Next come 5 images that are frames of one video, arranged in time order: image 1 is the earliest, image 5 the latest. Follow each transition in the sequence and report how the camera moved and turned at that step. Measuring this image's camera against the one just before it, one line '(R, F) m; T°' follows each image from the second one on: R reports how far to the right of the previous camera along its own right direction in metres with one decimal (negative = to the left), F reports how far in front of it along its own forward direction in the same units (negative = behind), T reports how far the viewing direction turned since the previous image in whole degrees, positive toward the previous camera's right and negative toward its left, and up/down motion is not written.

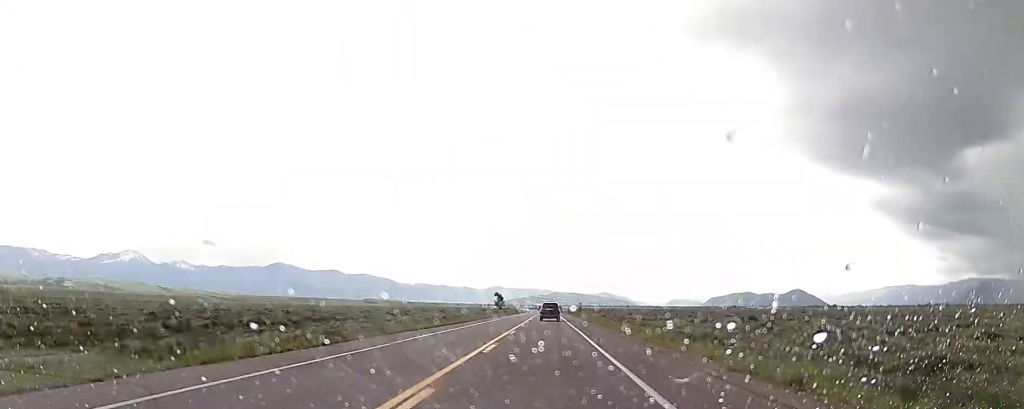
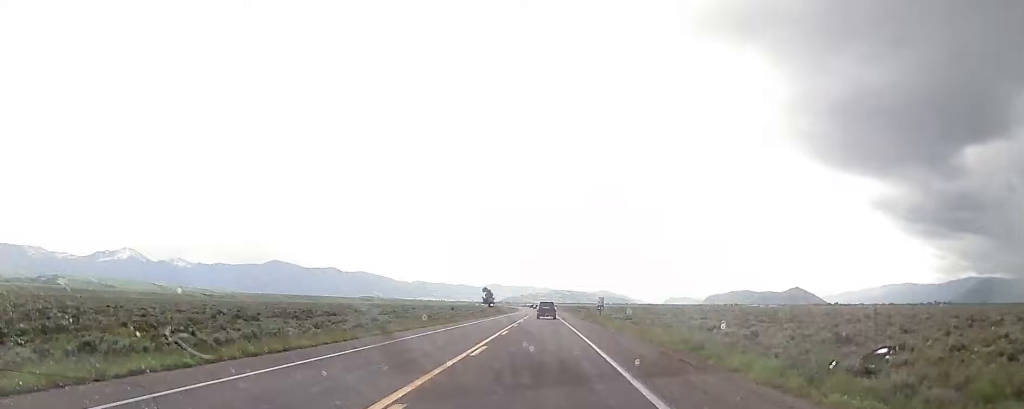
(+0.5, +51.4) m; +1°
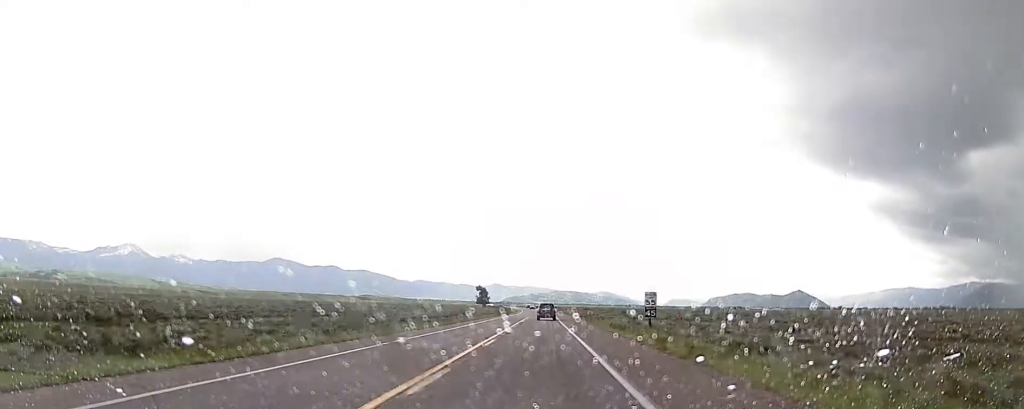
(0.0, +31.7) m; -1°
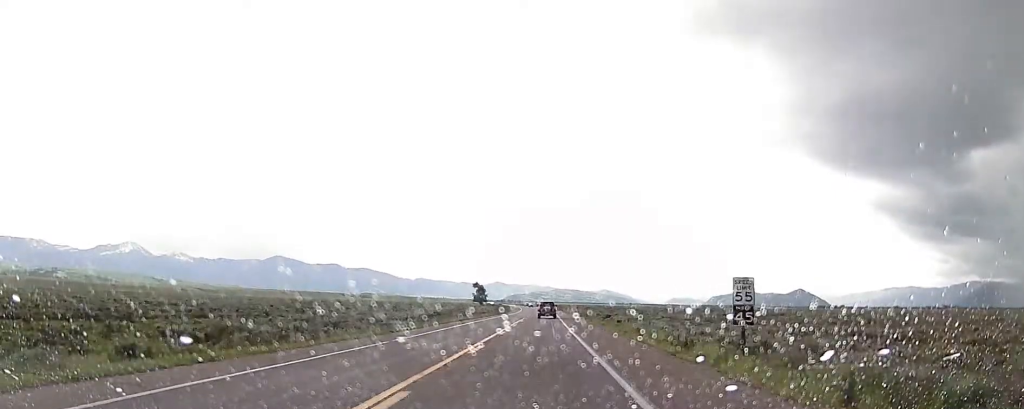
(-0.3, +16.4) m; 0°
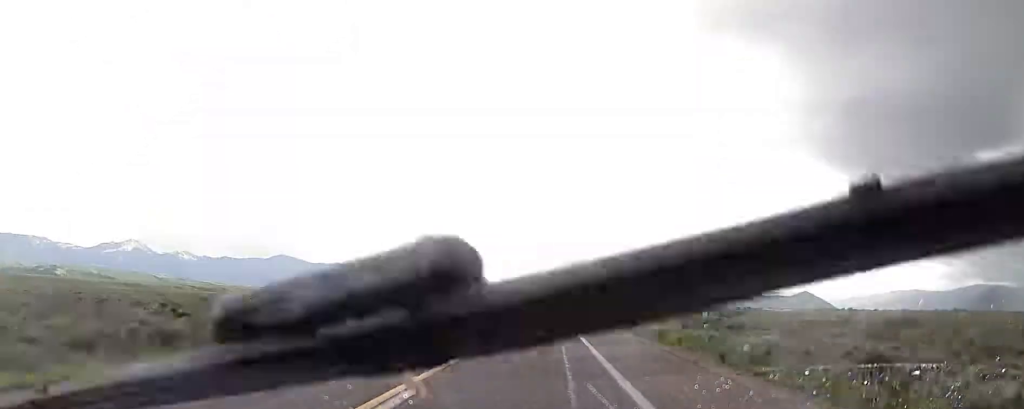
(+0.1, +47.6) m; 0°
